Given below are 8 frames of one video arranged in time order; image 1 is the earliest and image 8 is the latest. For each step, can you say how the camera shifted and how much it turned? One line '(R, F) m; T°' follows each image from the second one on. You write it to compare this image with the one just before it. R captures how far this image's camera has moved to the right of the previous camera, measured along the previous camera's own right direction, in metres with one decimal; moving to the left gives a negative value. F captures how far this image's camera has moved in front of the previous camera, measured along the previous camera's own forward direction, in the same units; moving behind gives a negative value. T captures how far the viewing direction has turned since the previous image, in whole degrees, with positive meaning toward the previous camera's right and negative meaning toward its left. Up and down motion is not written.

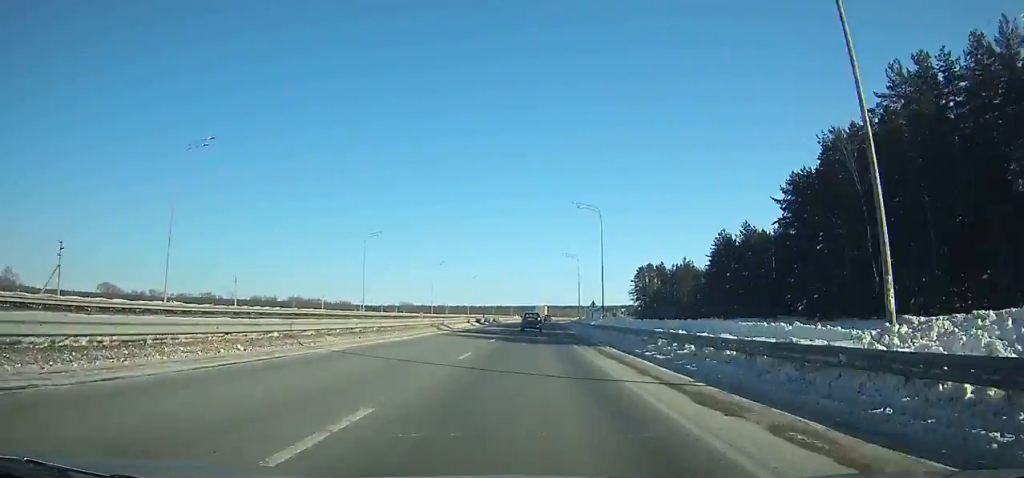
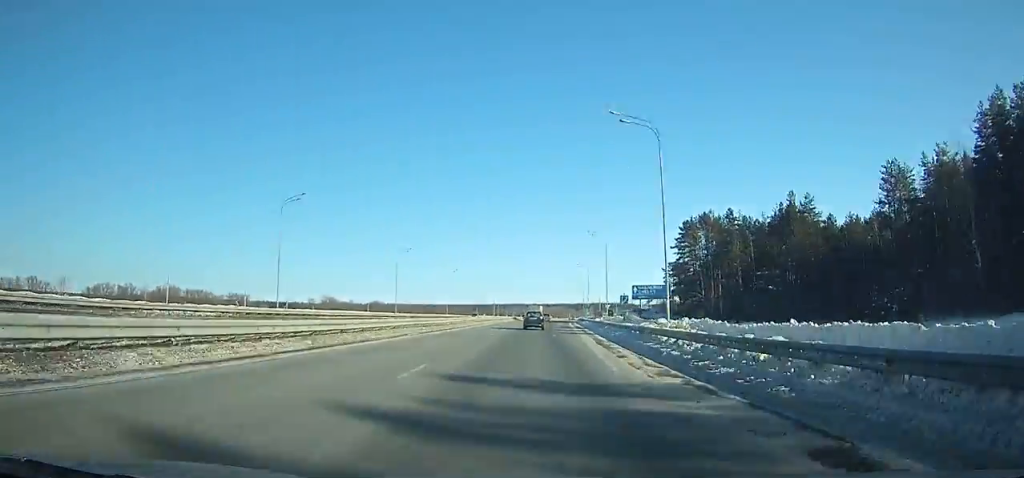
(+3.3, +112.8) m; +3°
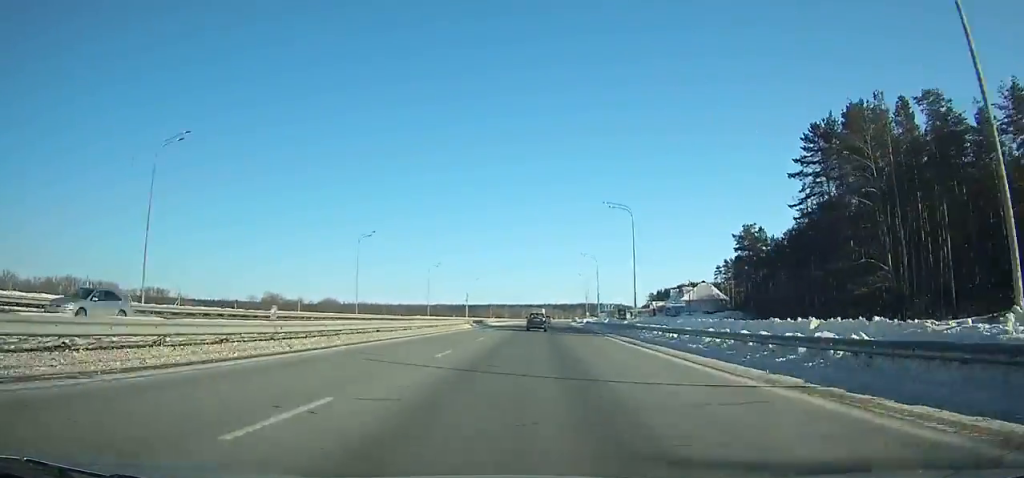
(+1.0, +65.9) m; +2°
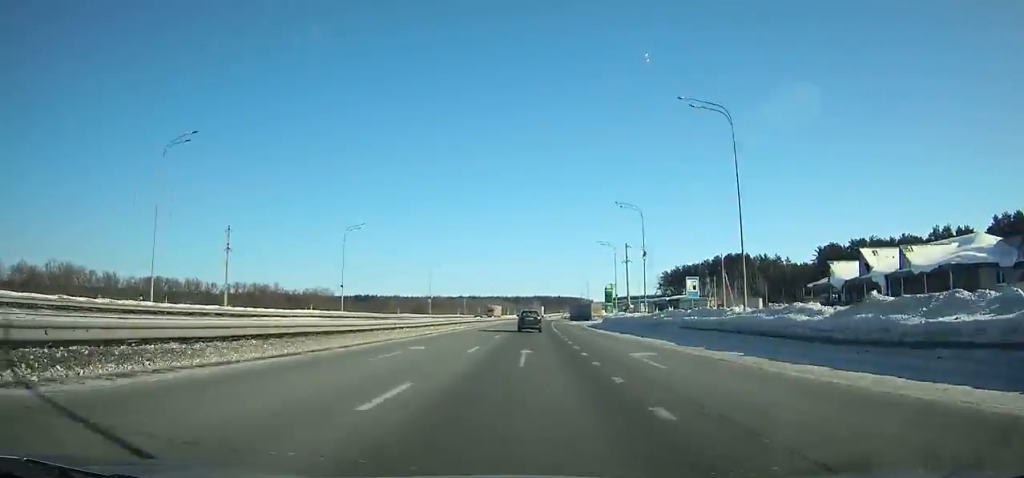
(+8.4, +174.5) m; +5°
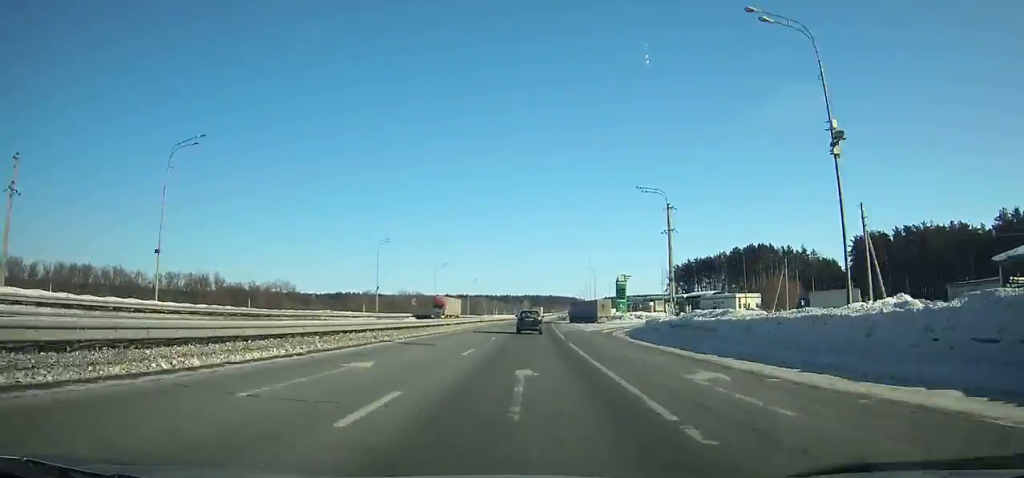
(+0.5, +36.4) m; +1°
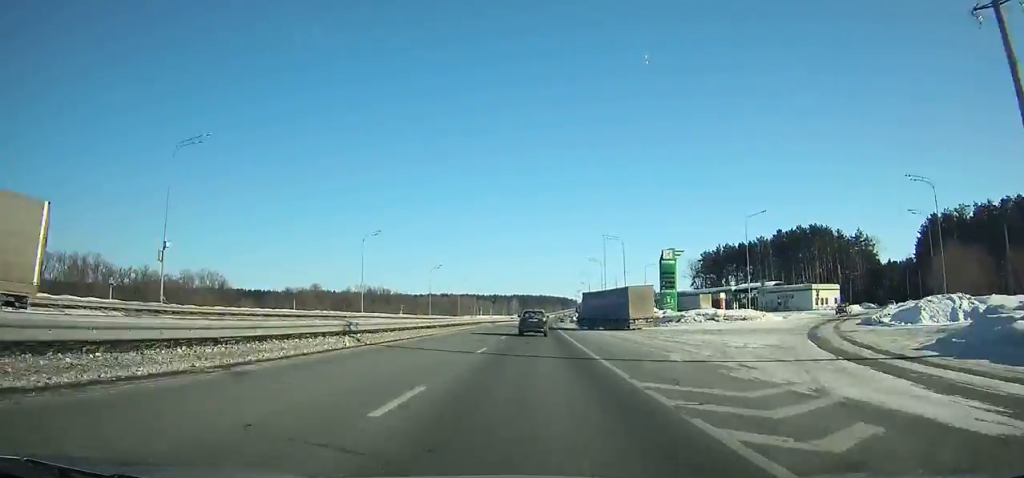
(+0.5, +50.6) m; +1°
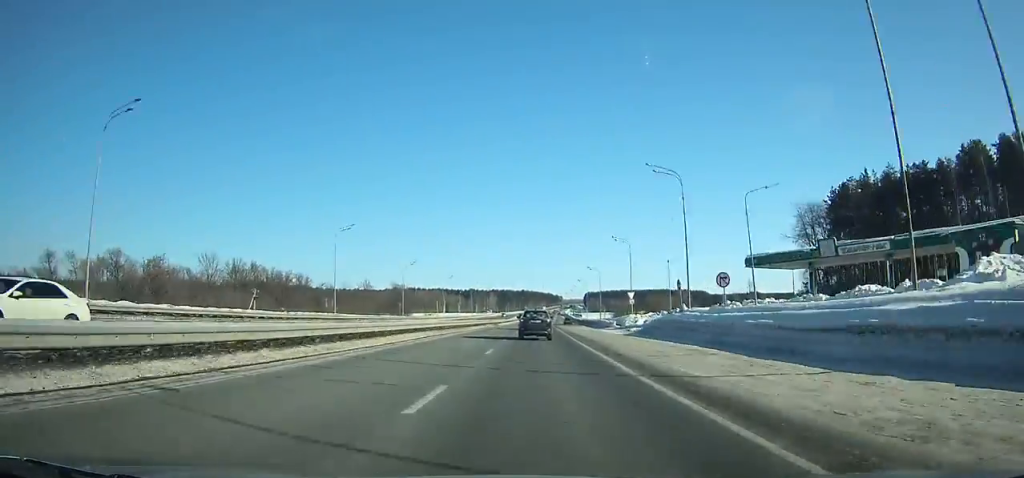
(+1.3, +95.4) m; +2°
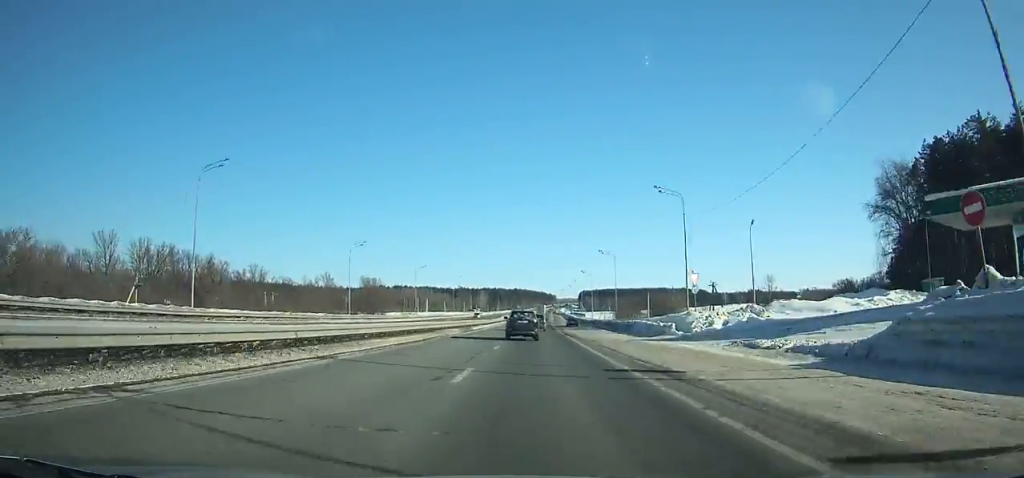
(+0.1, +30.8) m; +1°
